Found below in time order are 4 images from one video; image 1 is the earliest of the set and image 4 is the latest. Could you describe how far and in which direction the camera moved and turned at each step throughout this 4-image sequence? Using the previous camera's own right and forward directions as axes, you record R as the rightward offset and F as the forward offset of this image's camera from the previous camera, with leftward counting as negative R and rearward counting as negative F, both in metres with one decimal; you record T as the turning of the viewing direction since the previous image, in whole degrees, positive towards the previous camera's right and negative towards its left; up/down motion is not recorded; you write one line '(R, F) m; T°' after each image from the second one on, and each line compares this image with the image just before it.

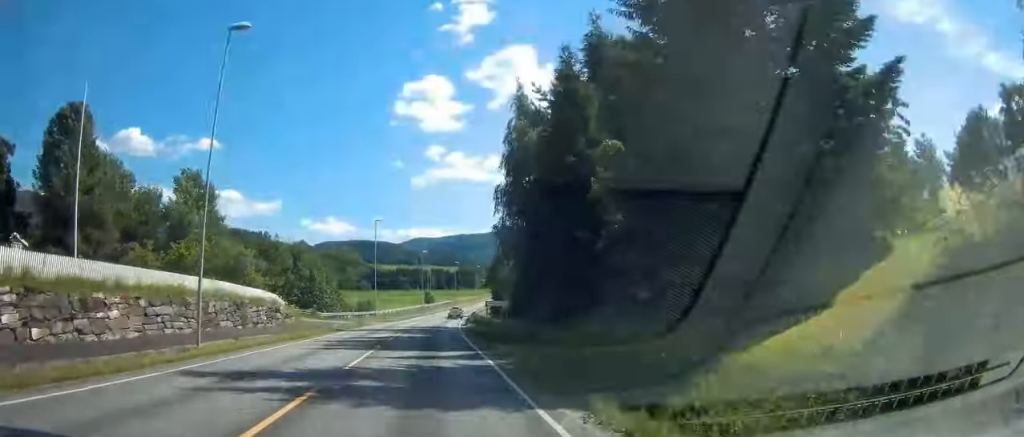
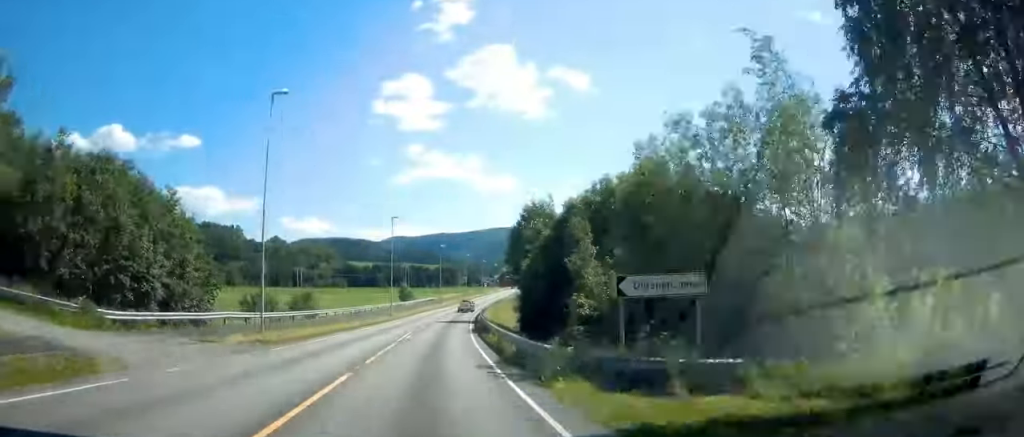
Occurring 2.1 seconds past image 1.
(+1.1, +46.7) m; +1°
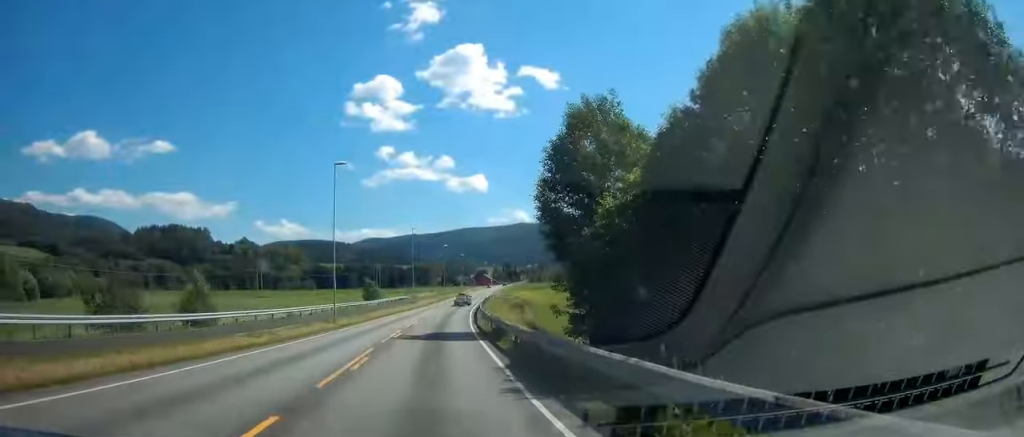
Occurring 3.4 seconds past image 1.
(-0.6, +30.8) m; +1°
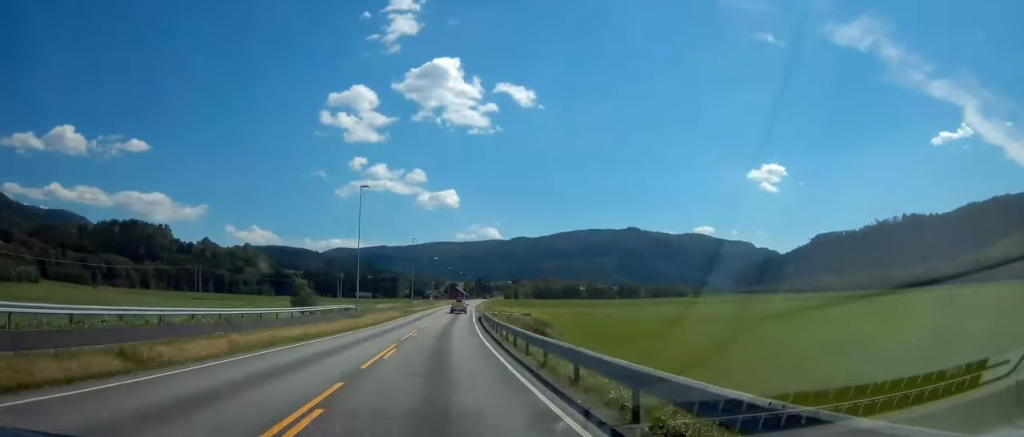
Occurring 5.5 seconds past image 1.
(+1.5, +45.6) m; +4°
